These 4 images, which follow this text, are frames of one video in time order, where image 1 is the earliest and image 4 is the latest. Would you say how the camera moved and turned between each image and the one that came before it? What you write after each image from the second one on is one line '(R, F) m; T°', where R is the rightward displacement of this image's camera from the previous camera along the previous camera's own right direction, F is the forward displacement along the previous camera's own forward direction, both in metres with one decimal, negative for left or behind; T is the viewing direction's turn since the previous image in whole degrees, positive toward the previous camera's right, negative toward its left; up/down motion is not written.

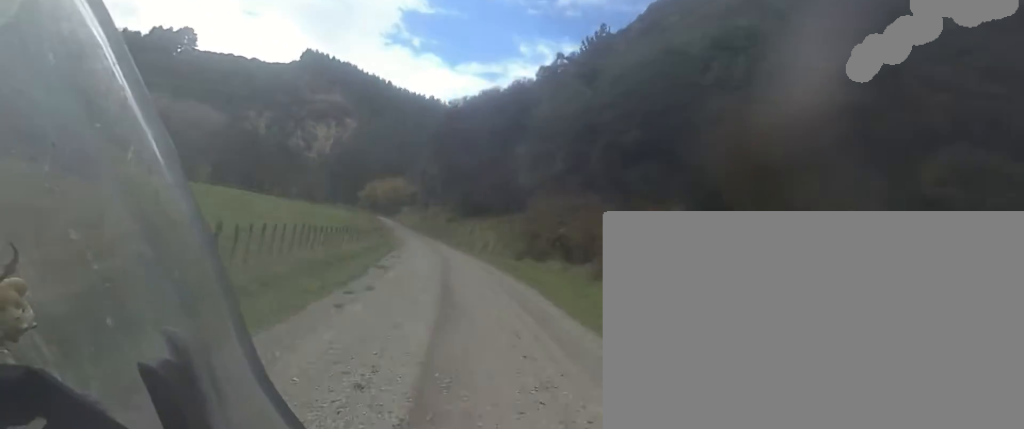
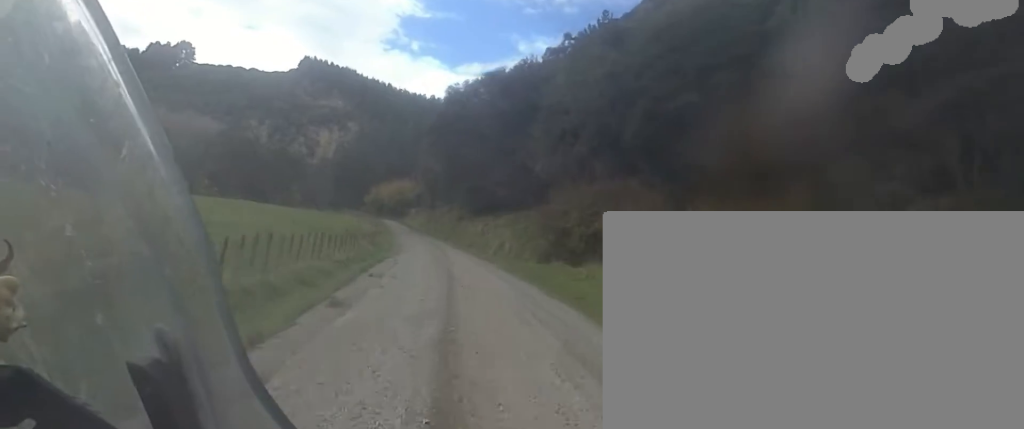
(-0.4, +6.0) m; -3°
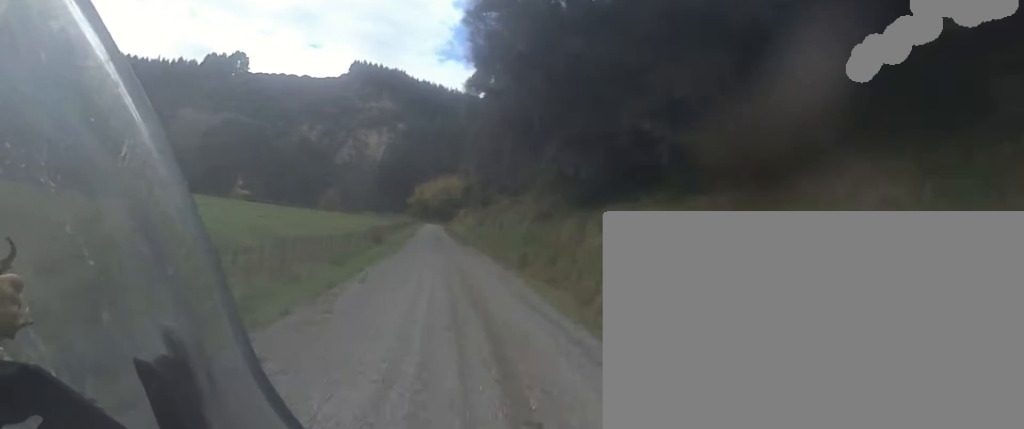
(-2.9, +27.1) m; -10°
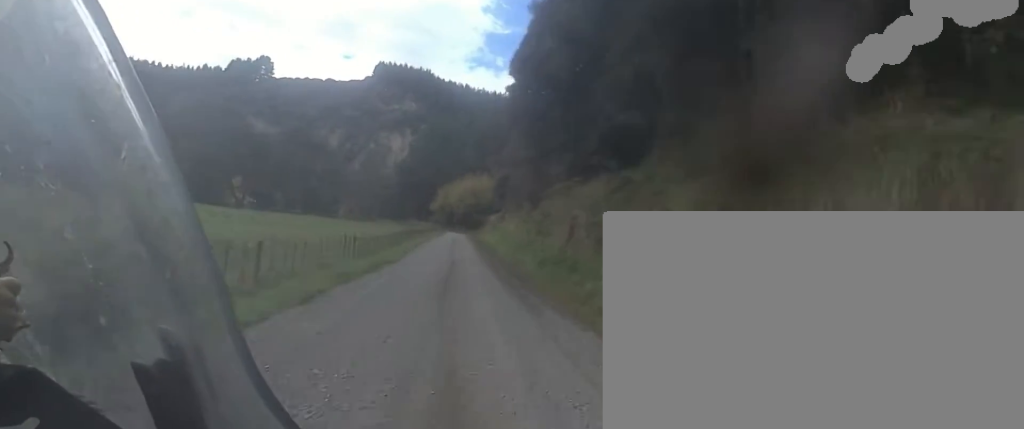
(+2.2, +21.9) m; +3°
